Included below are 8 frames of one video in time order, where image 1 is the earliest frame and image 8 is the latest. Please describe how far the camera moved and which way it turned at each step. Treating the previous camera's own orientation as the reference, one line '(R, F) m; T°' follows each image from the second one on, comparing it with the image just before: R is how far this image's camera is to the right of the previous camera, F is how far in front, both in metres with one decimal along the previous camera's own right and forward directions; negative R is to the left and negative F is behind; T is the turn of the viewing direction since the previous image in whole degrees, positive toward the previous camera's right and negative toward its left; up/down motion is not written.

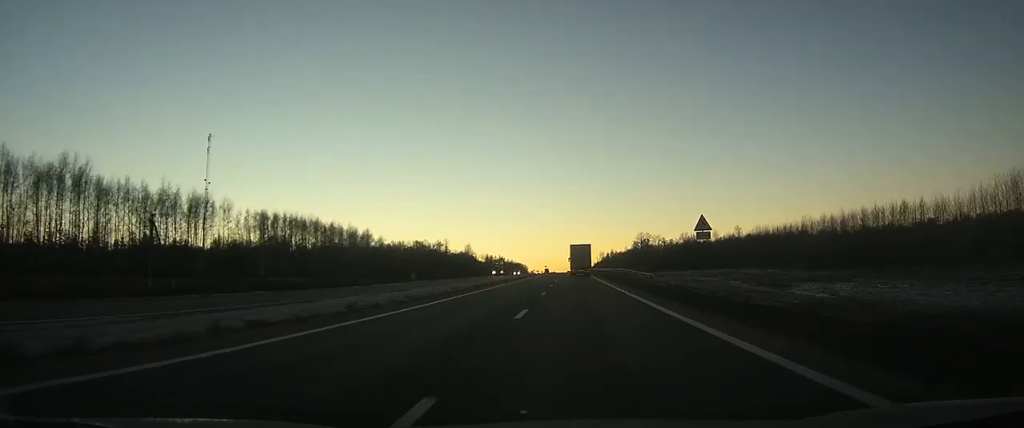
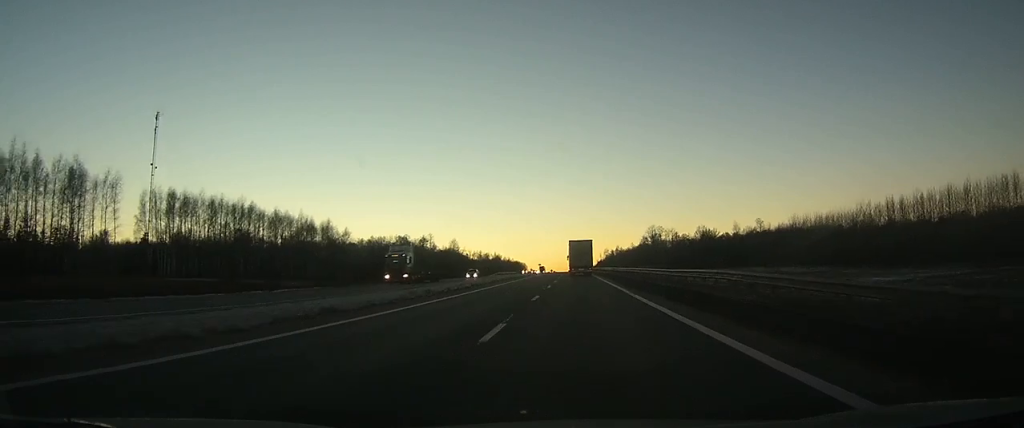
(+0.1, +40.7) m; 0°
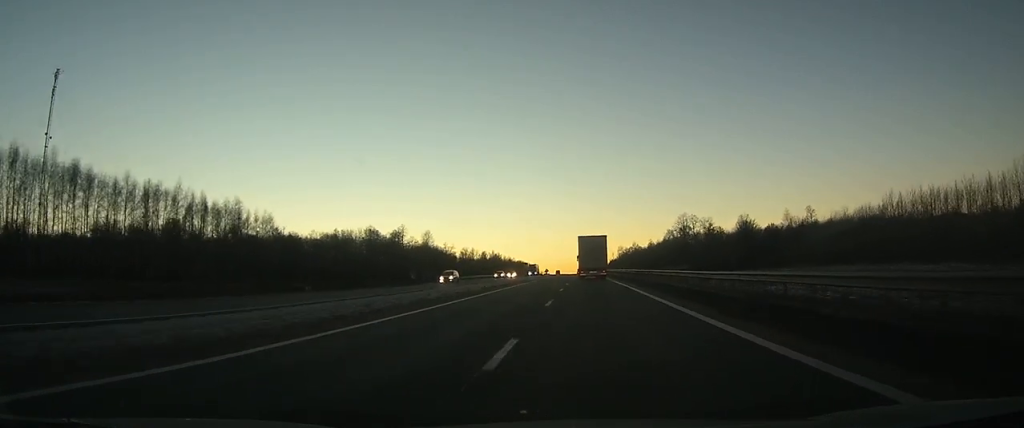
(0.0, +61.8) m; 0°
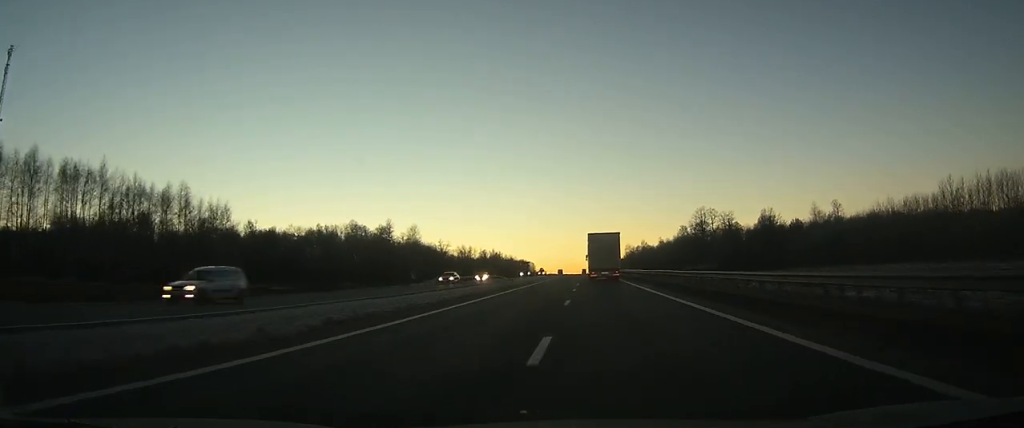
(0.0, +23.1) m; 0°
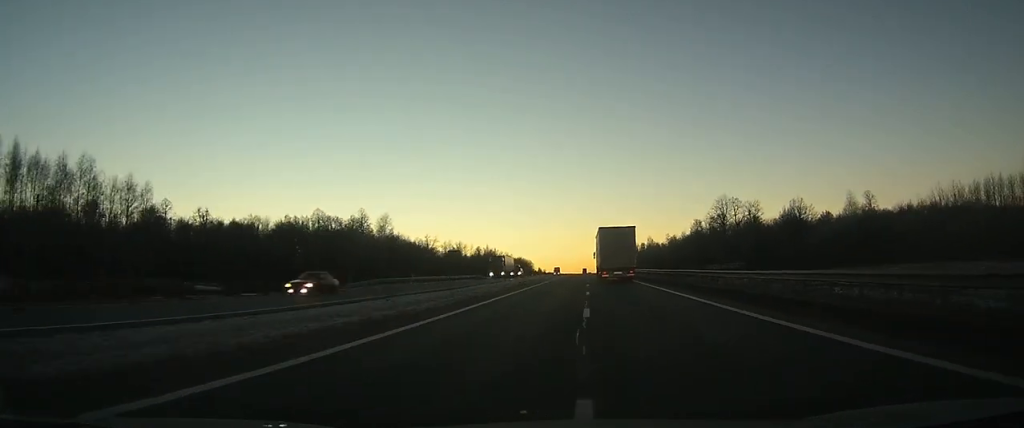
(-0.1, +27.8) m; 0°
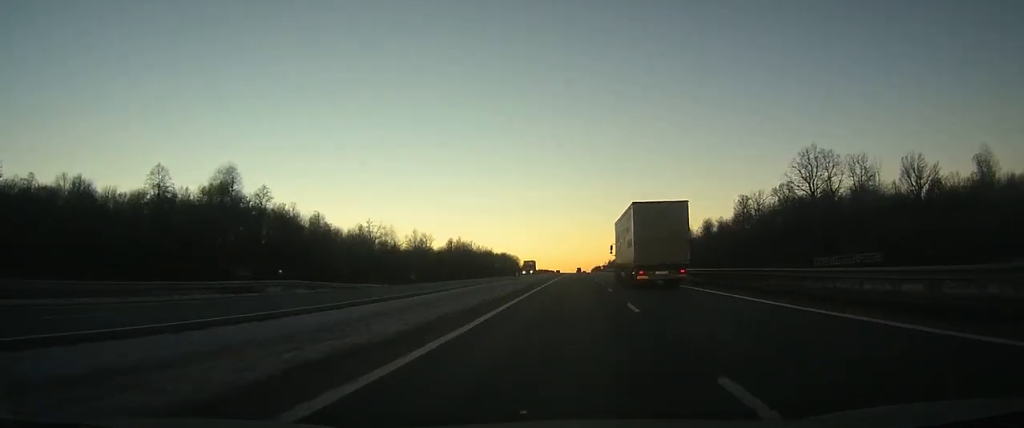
(0.0, +66.9) m; 0°
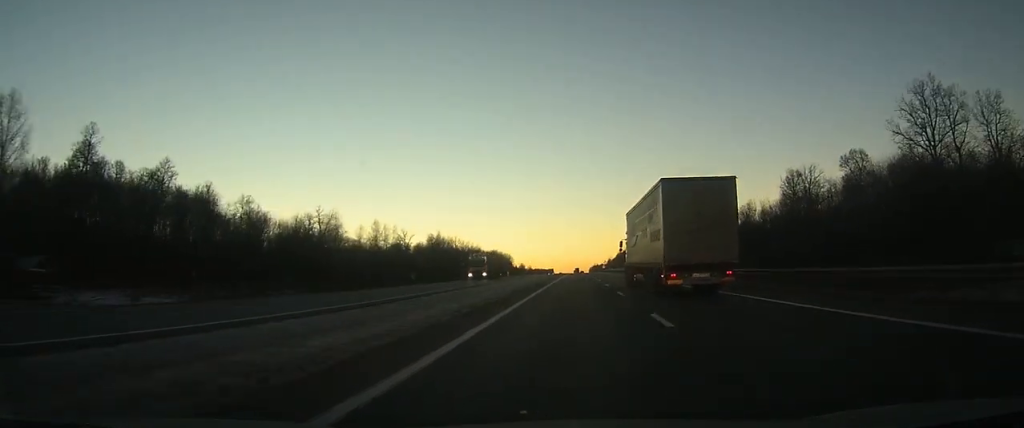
(+0.1, +37.3) m; 0°
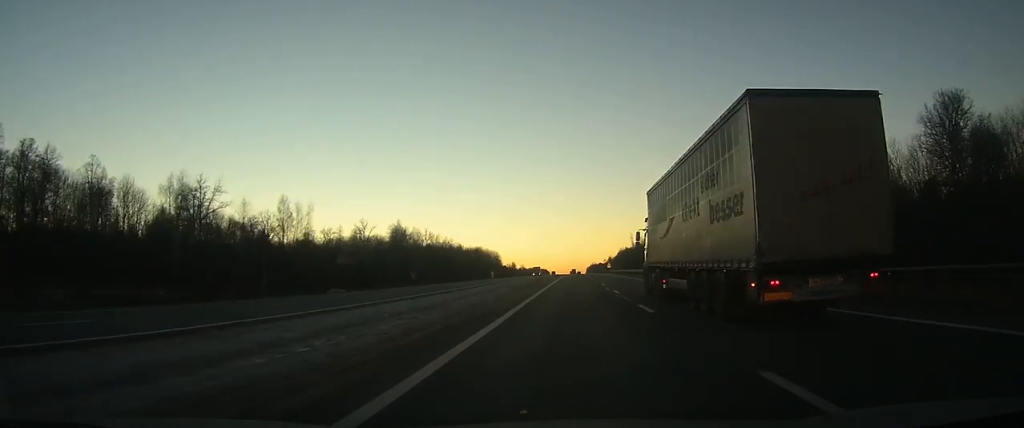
(+0.2, +53.8) m; 0°
